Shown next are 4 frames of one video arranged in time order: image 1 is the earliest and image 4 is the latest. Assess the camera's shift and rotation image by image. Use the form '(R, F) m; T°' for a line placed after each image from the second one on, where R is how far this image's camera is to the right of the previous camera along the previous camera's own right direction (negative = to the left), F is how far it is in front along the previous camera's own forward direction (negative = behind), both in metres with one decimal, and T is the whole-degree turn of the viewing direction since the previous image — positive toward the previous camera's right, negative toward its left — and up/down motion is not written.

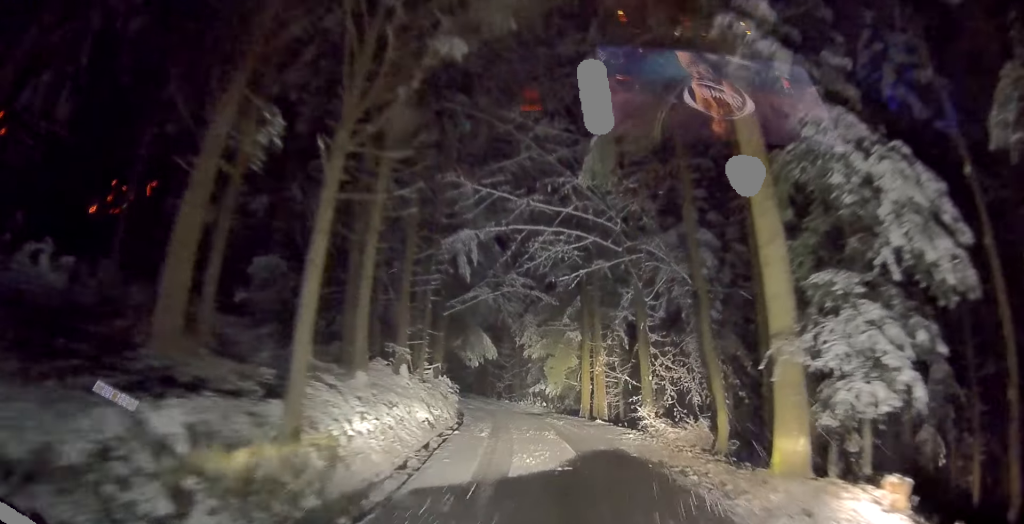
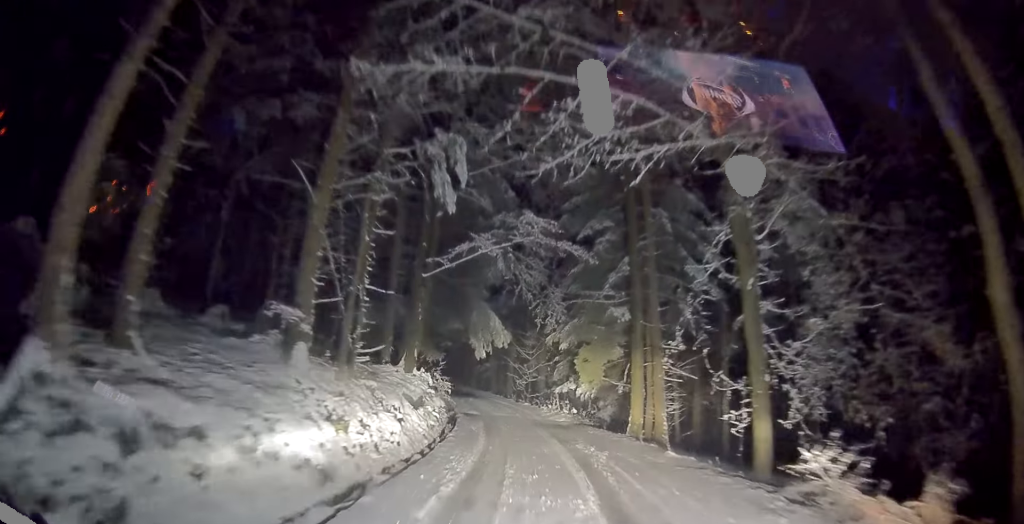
(0.0, +5.6) m; -1°
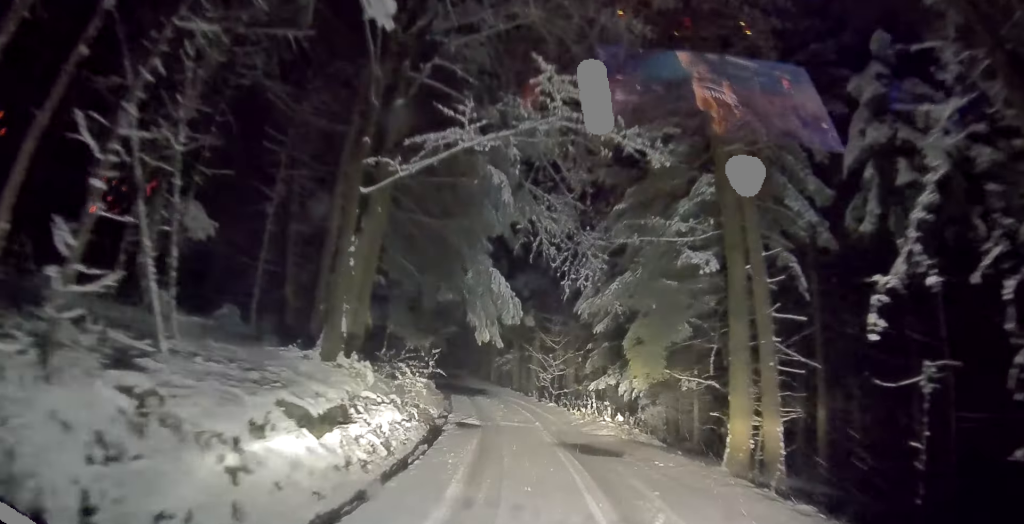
(-0.1, +3.9) m; -3°
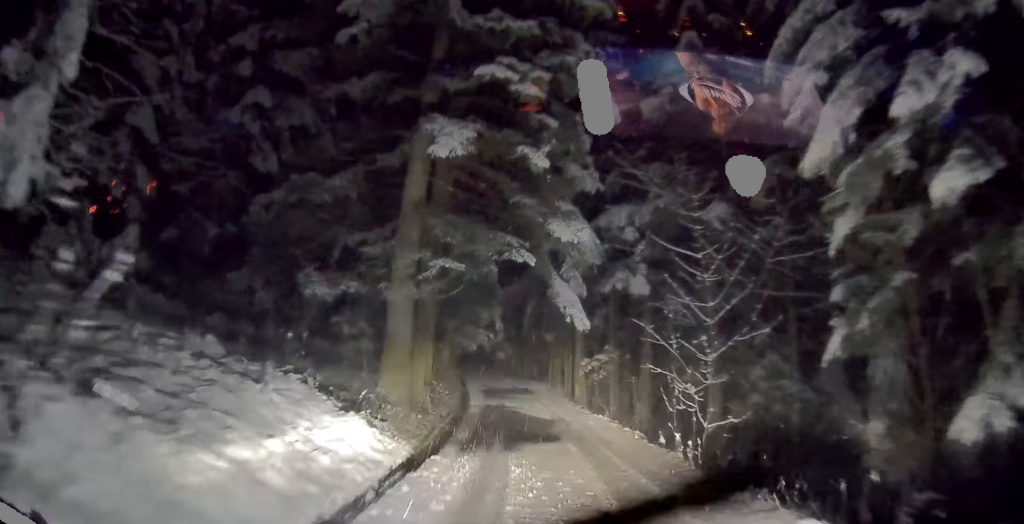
(-1.5, +11.4) m; -7°
